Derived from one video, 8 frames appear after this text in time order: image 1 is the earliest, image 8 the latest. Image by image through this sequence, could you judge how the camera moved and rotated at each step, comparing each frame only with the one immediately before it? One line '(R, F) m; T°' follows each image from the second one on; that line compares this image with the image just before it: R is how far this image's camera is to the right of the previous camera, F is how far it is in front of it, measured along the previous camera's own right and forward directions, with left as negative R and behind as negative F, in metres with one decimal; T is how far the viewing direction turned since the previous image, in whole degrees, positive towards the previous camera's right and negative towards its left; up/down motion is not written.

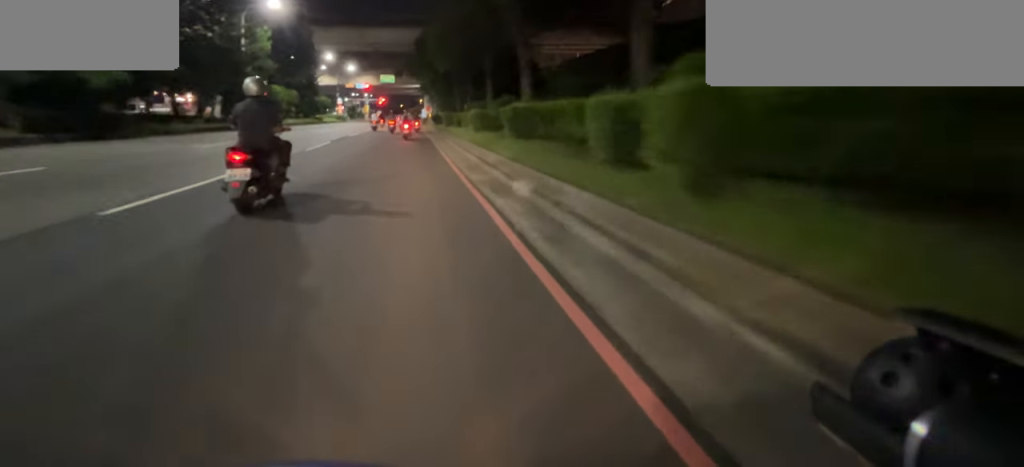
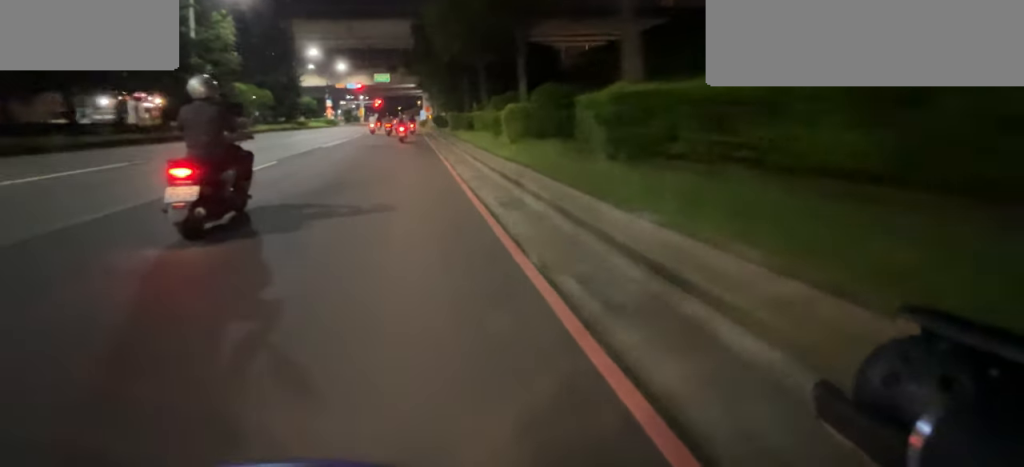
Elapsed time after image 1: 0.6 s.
(0.0, +6.3) m; -1°
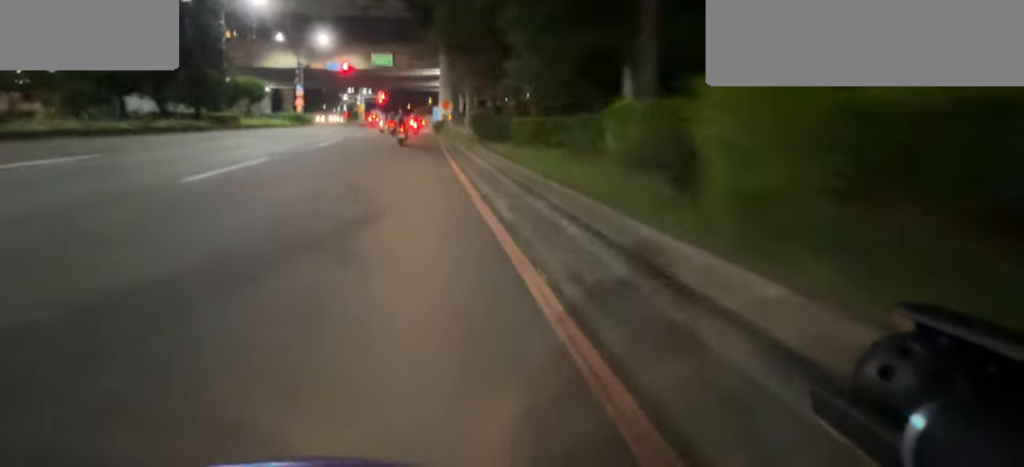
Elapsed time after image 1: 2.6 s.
(-0.4, +18.1) m; -2°
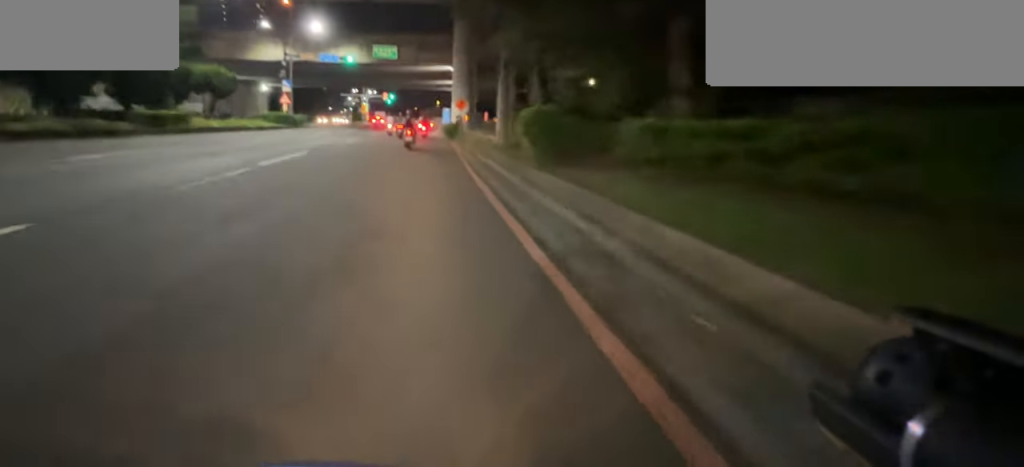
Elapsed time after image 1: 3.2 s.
(0.0, +6.6) m; 0°
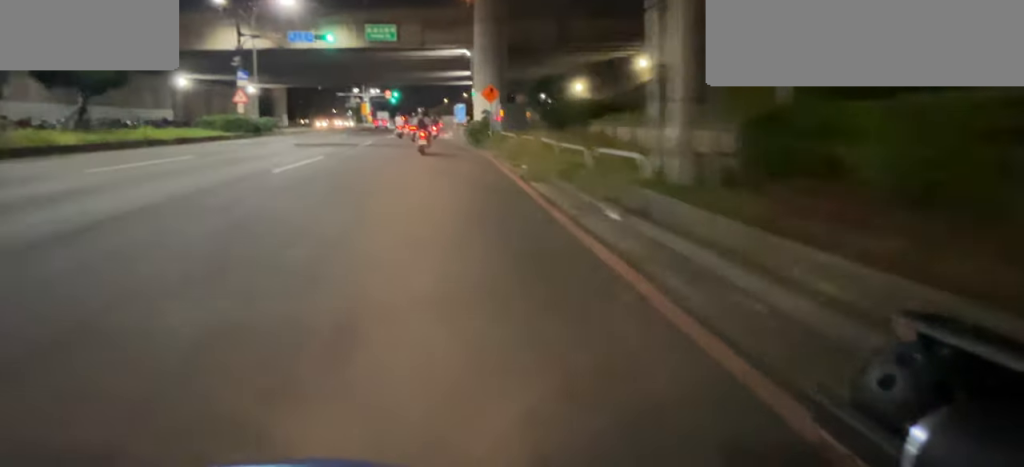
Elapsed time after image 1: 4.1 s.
(0.0, +10.3) m; 0°
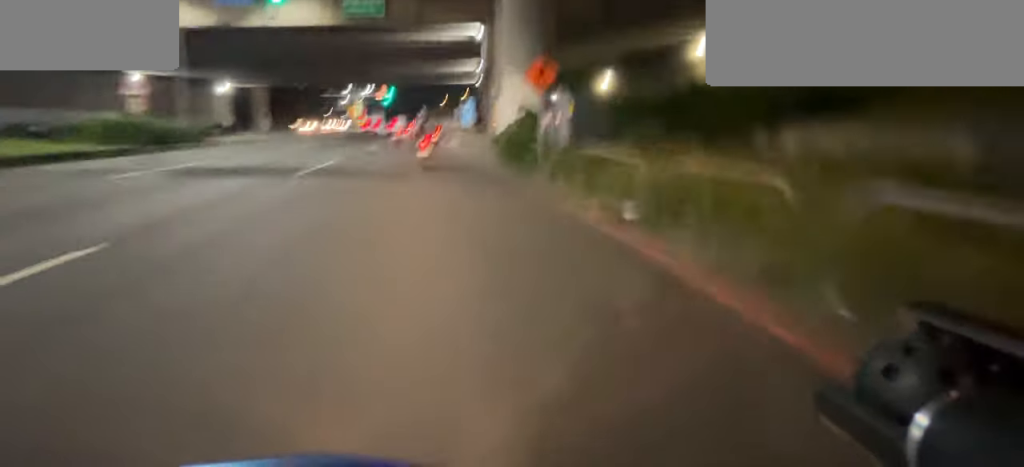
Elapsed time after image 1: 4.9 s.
(0.0, +9.5) m; 0°
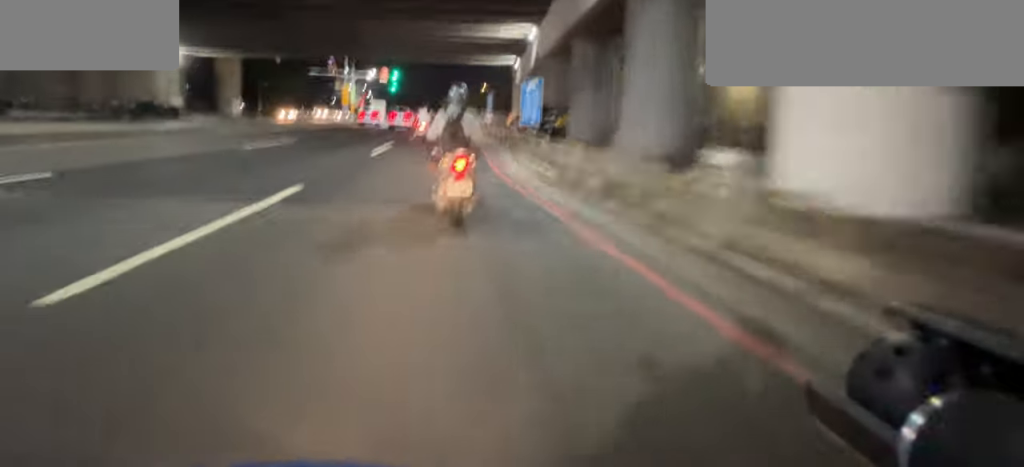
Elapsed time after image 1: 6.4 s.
(-0.2, +18.6) m; -2°
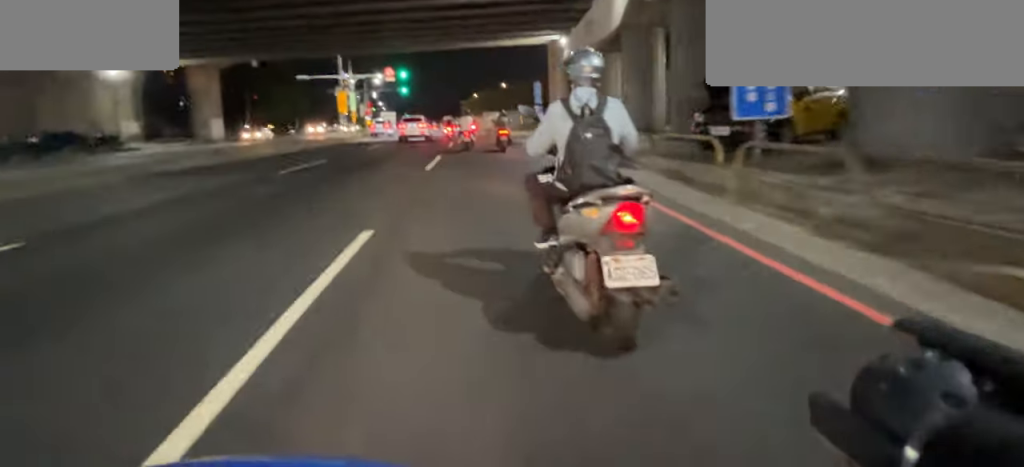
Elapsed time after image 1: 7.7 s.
(-0.1, +13.8) m; +1°
